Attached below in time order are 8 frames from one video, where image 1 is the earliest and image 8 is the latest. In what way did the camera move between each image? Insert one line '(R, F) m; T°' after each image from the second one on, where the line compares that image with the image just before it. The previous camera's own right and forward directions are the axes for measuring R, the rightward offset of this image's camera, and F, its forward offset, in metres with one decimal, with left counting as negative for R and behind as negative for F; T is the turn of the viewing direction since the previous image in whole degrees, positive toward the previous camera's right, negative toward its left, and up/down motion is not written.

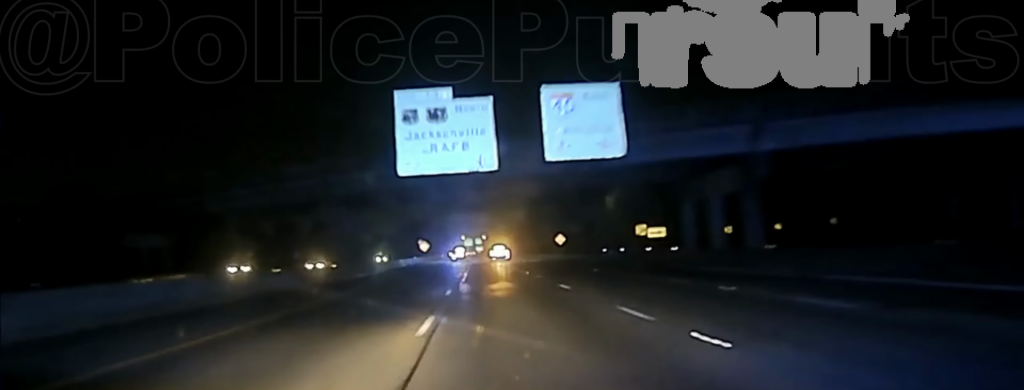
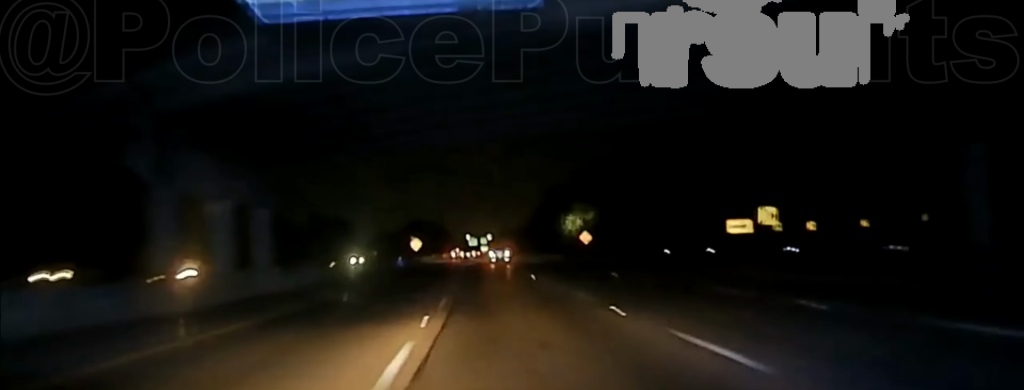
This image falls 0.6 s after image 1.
(0.0, +30.4) m; 0°
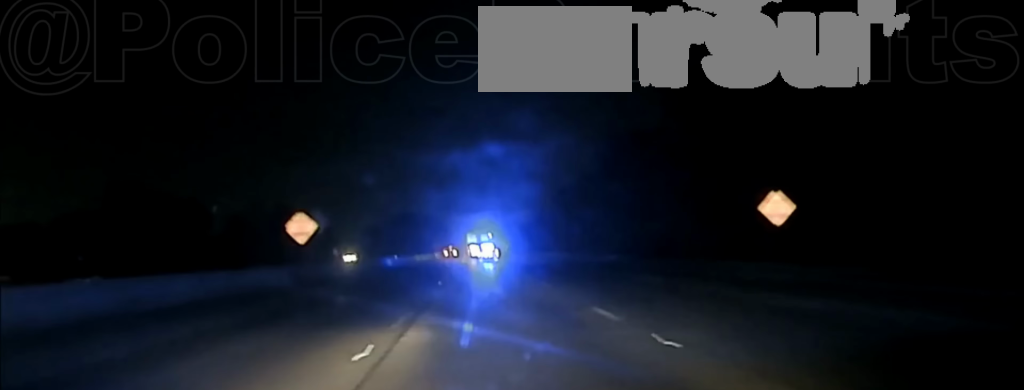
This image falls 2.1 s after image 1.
(0.0, +76.3) m; 0°
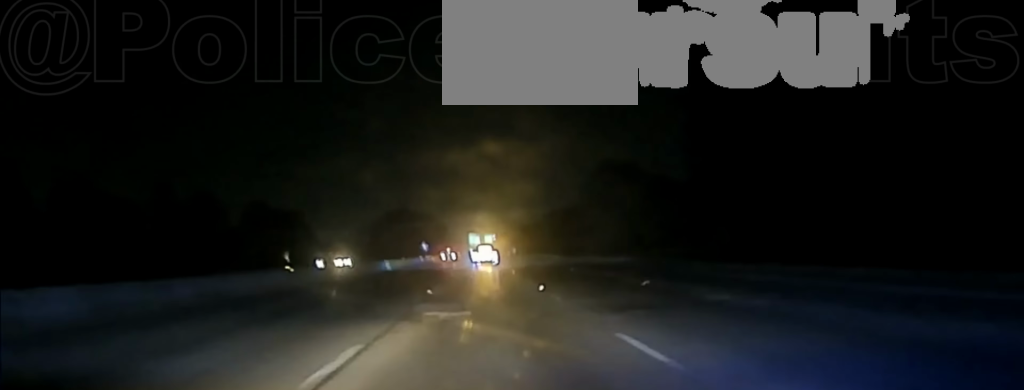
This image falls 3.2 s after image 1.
(-0.4, +48.3) m; 0°
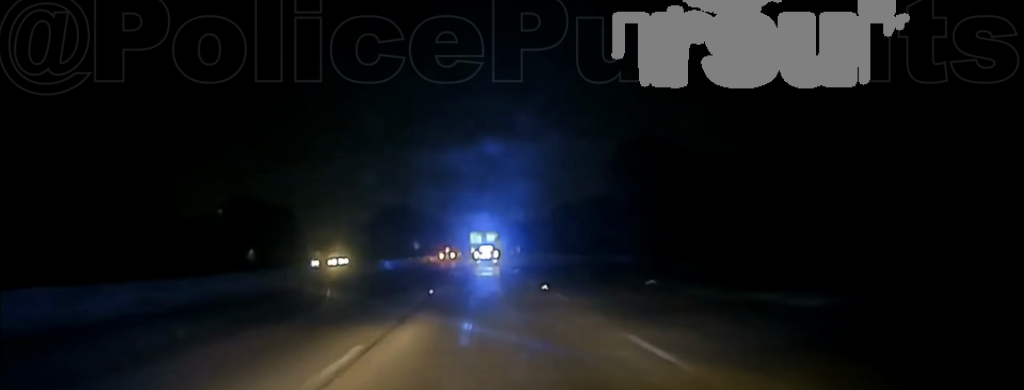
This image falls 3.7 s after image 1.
(+0.1, +21.8) m; 0°
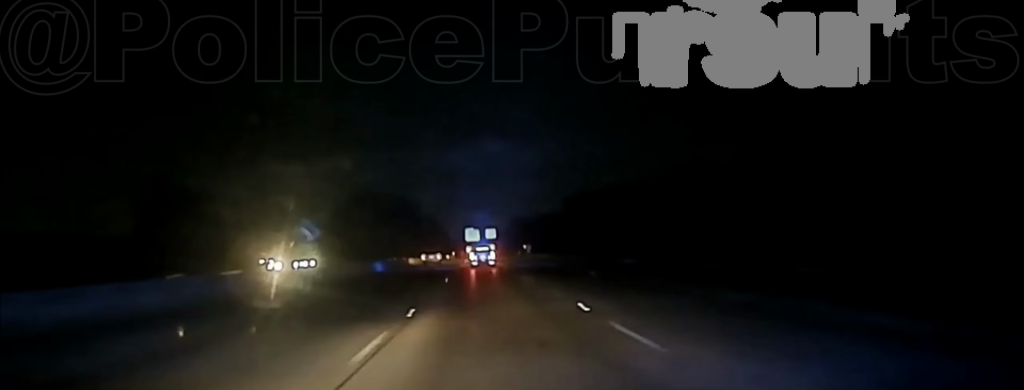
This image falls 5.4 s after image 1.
(+0.1, +83.0) m; 0°
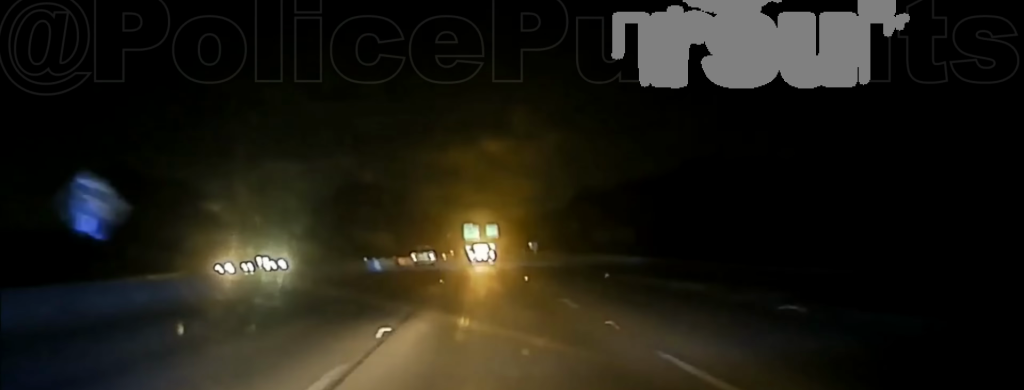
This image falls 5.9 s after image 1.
(-0.1, +33.2) m; 0°
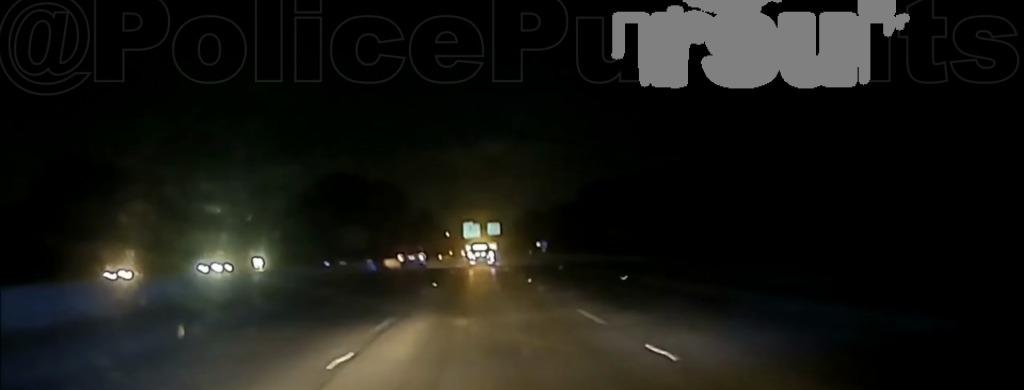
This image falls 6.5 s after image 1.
(0.0, +30.4) m; 0°
